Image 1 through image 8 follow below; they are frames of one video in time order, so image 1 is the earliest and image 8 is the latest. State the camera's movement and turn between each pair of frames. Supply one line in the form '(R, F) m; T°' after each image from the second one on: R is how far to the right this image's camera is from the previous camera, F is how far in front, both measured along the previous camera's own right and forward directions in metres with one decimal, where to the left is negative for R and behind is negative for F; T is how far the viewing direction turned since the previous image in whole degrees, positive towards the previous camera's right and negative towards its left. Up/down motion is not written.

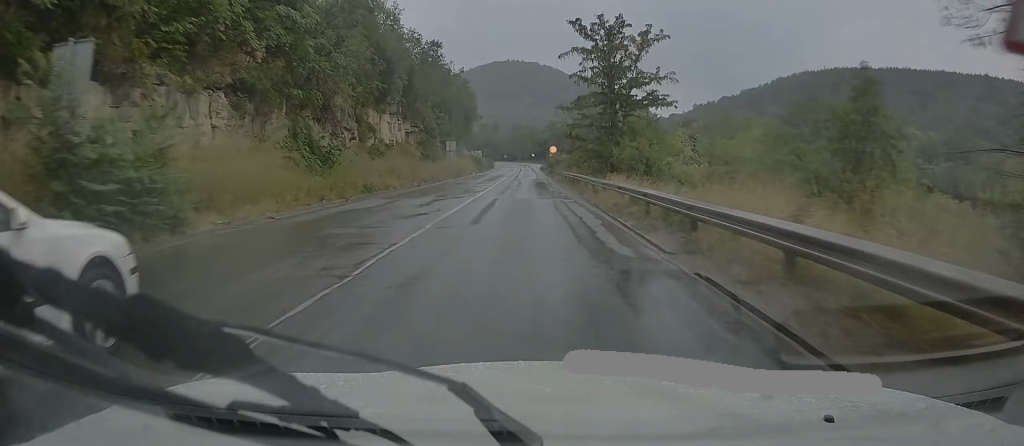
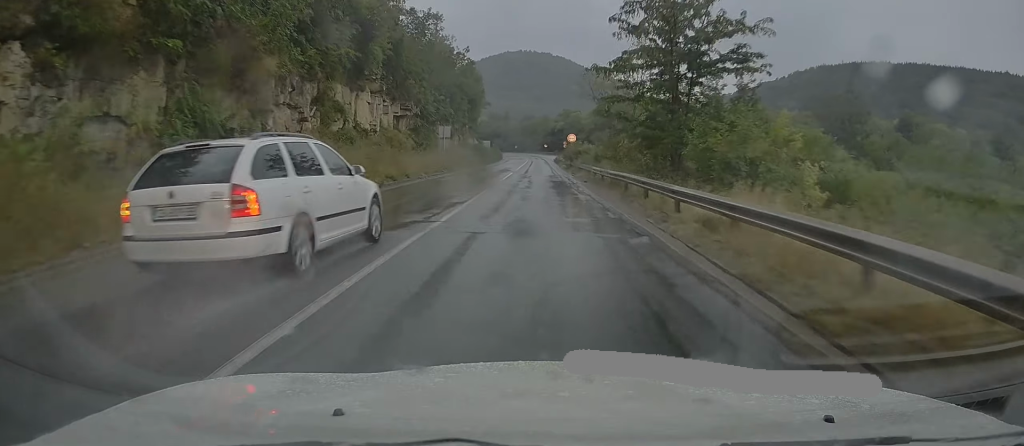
(-0.1, +13.0) m; 0°
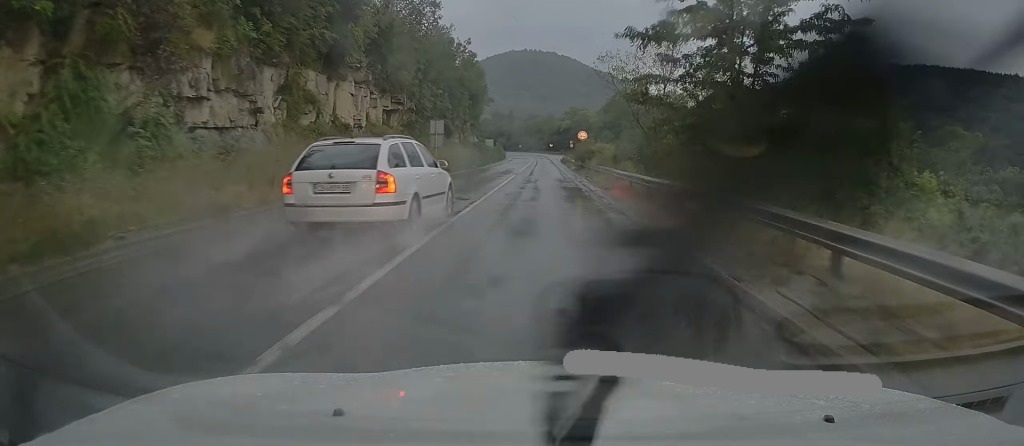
(+0.1, +6.6) m; 0°
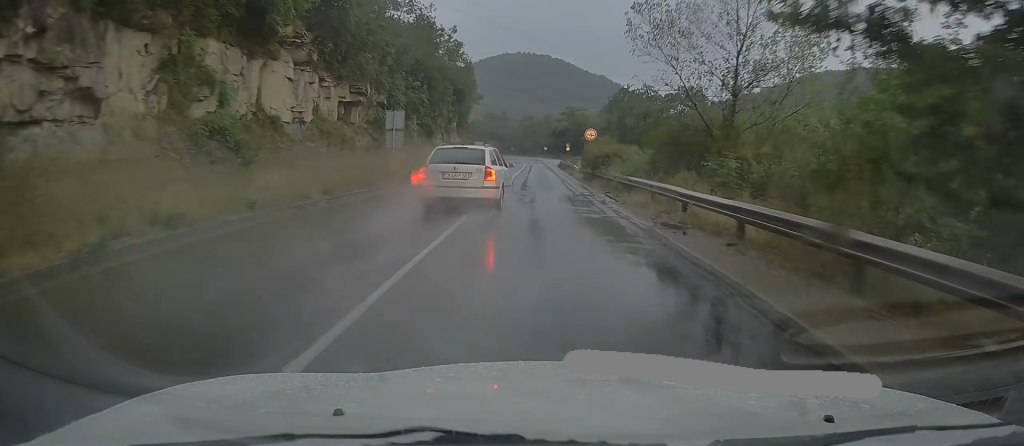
(+0.1, +11.6) m; 0°
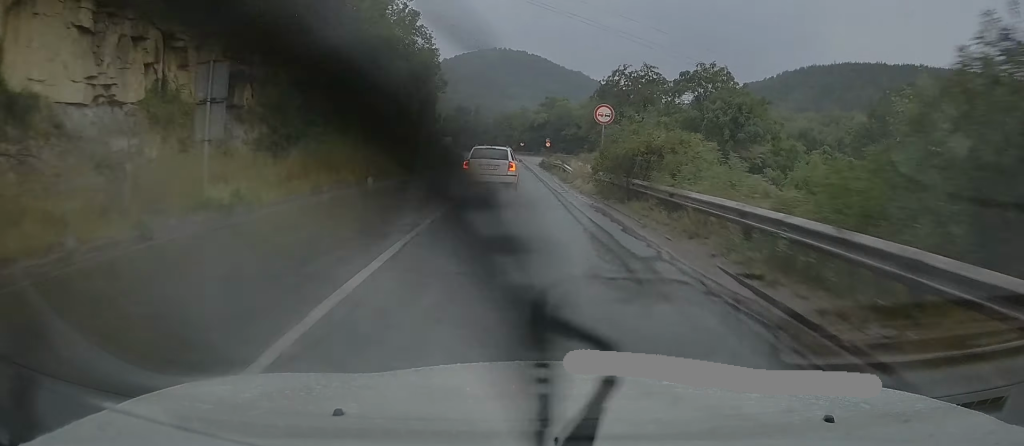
(-0.1, +16.6) m; 0°
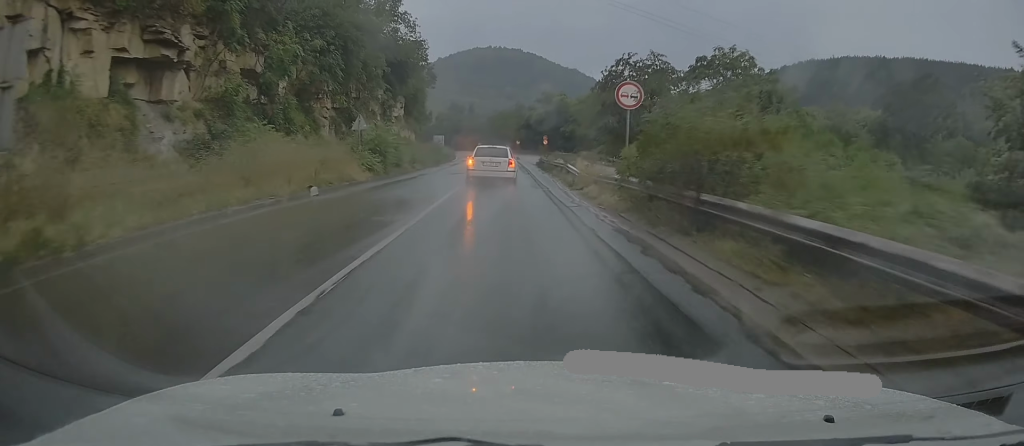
(+0.1, +6.7) m; 0°
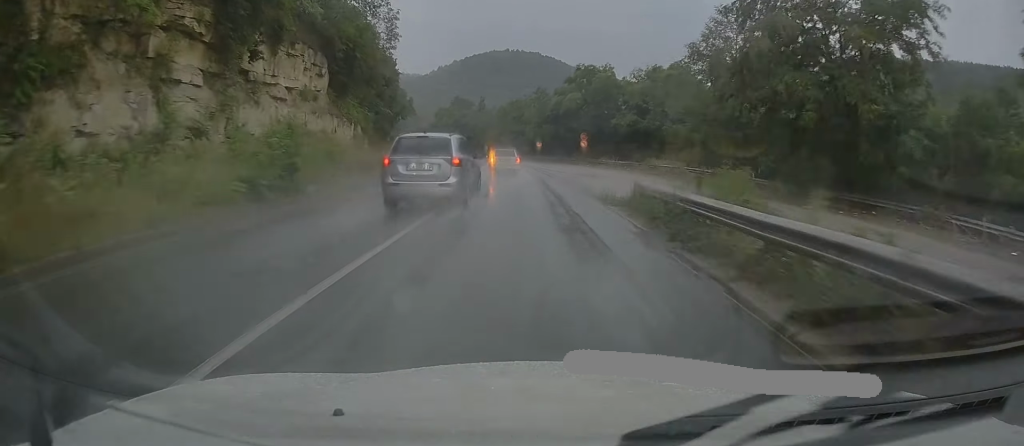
(+0.8, +41.3) m; +1°
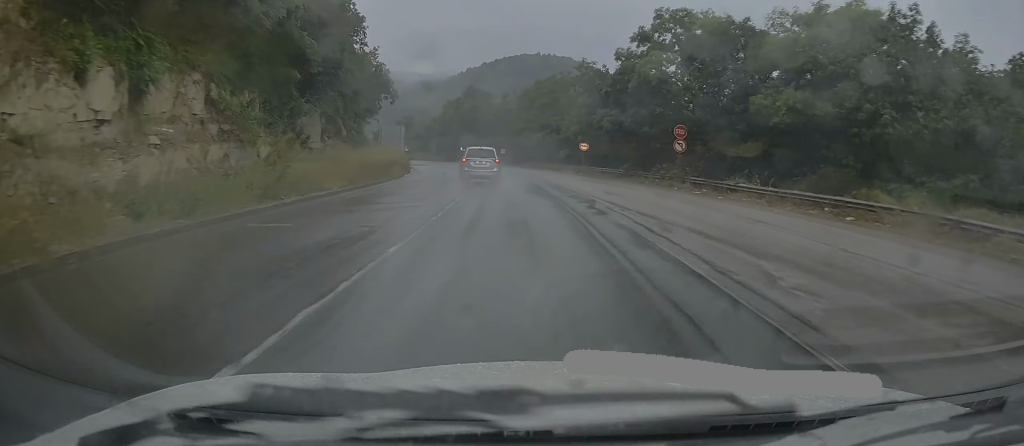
(-0.6, +33.9) m; -2°
